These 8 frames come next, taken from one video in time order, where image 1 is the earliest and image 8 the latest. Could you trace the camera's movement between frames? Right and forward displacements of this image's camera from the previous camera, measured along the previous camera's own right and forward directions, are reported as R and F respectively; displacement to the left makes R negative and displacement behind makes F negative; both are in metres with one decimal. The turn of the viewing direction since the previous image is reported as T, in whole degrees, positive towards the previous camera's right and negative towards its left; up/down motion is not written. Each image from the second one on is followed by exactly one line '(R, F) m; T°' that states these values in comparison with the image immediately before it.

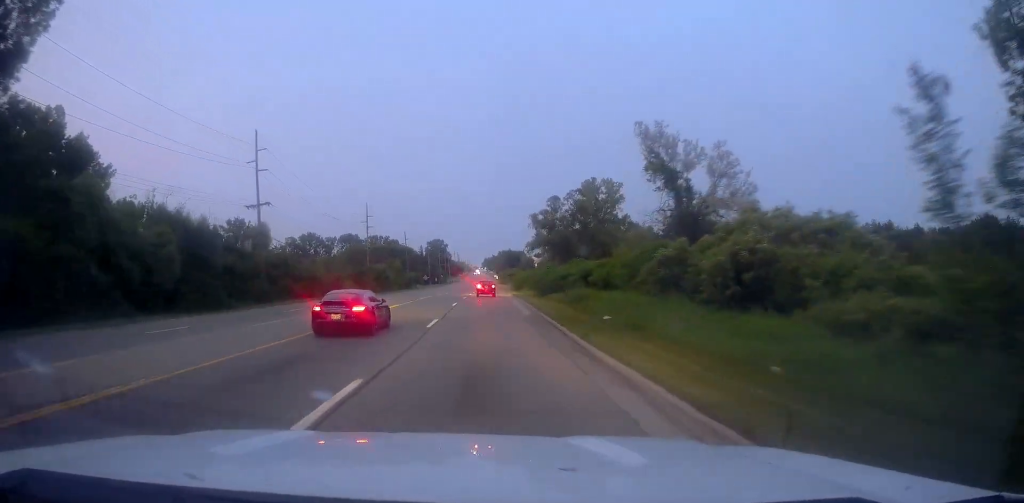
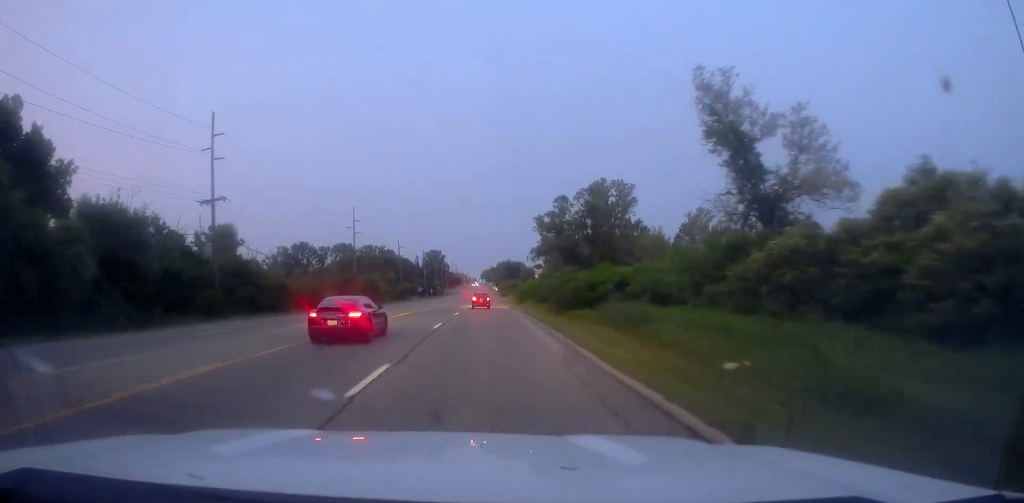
(+0.2, +12.1) m; 0°
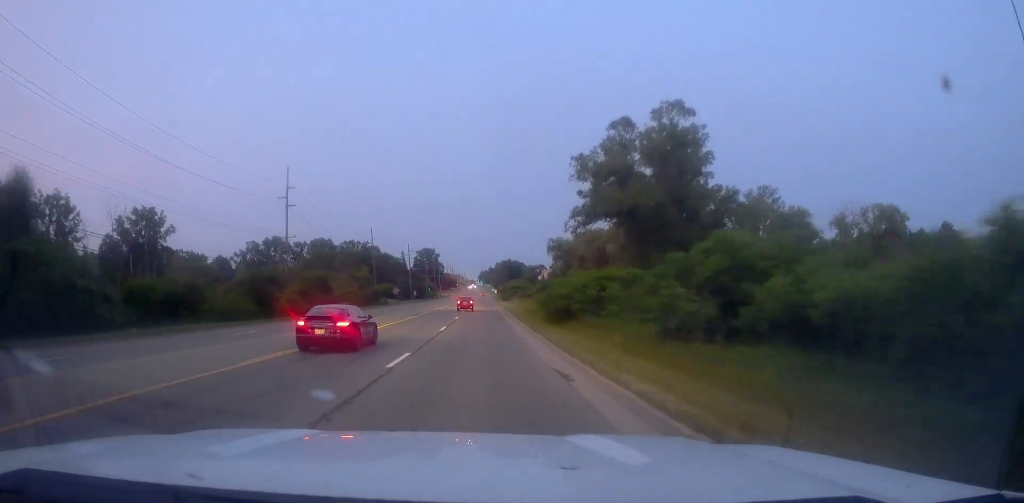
(0.0, +41.5) m; -1°
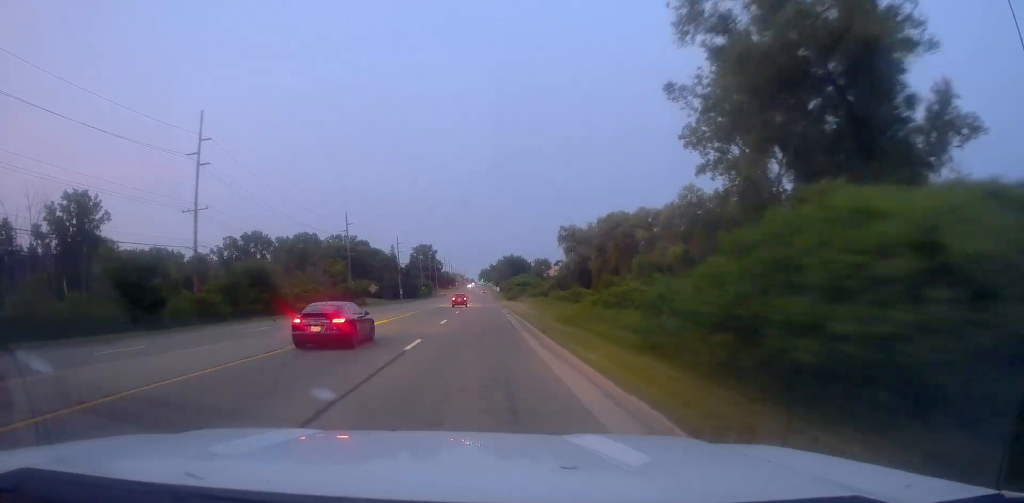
(-0.6, +27.8) m; 0°
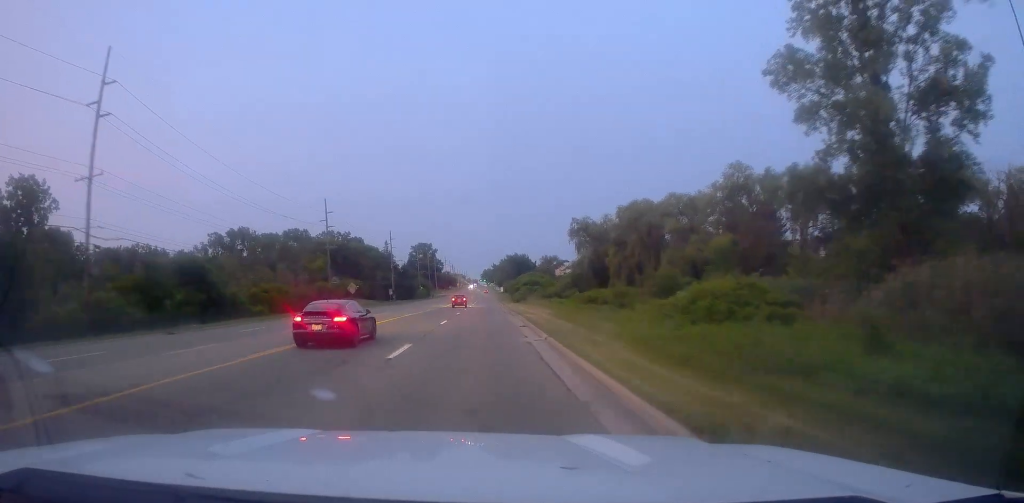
(+0.6, +17.8) m; +1°
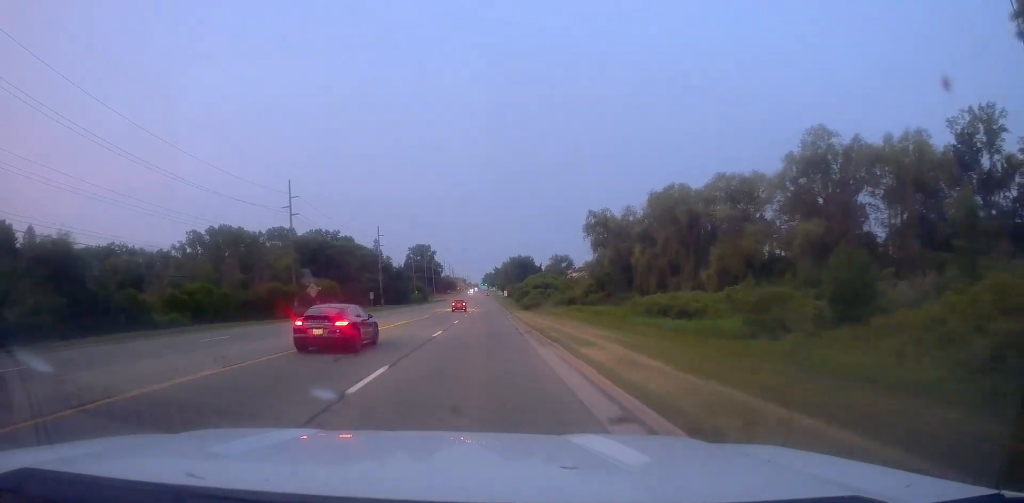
(-0.4, +20.8) m; -2°
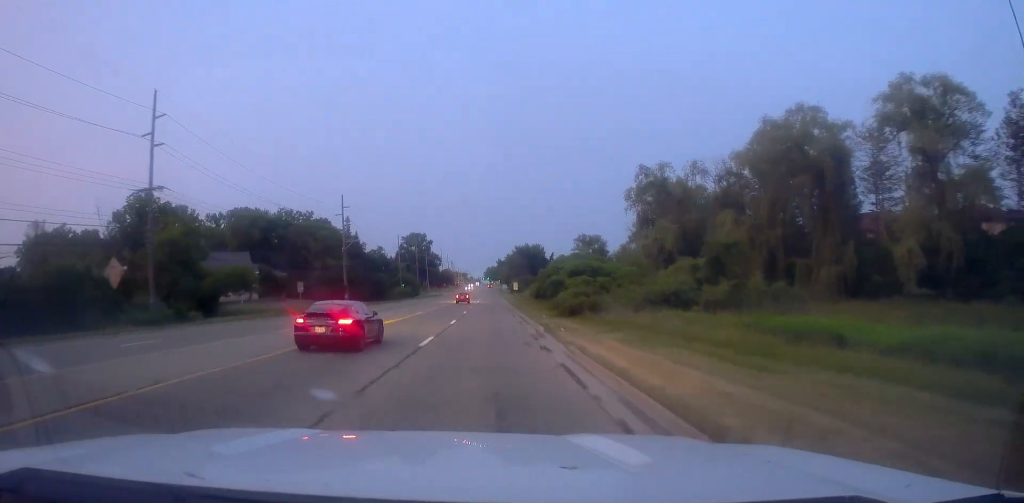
(+0.3, +38.4) m; +1°
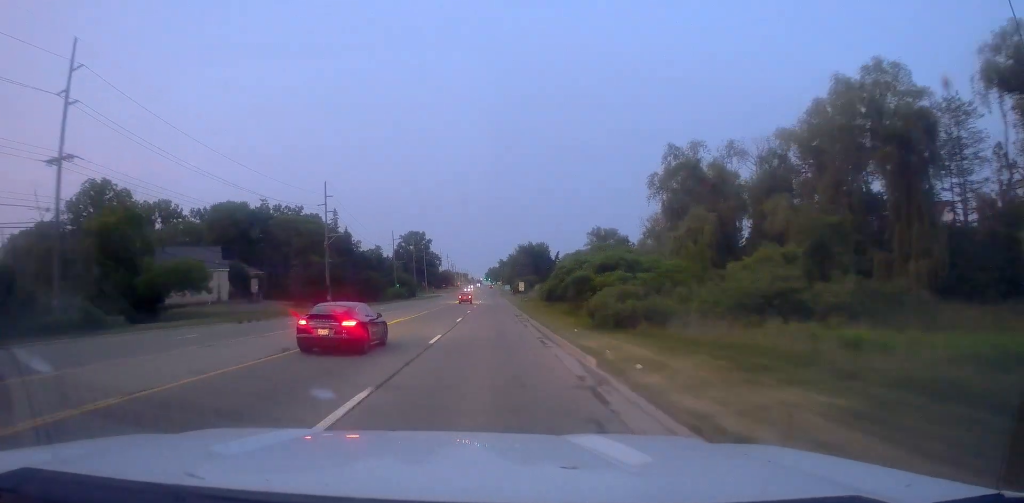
(+0.1, +12.5) m; 0°
